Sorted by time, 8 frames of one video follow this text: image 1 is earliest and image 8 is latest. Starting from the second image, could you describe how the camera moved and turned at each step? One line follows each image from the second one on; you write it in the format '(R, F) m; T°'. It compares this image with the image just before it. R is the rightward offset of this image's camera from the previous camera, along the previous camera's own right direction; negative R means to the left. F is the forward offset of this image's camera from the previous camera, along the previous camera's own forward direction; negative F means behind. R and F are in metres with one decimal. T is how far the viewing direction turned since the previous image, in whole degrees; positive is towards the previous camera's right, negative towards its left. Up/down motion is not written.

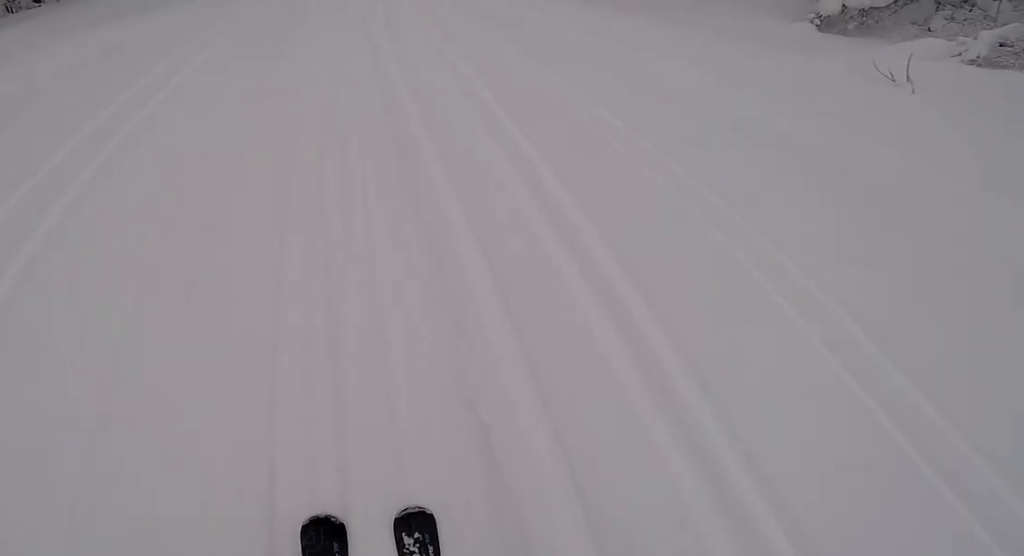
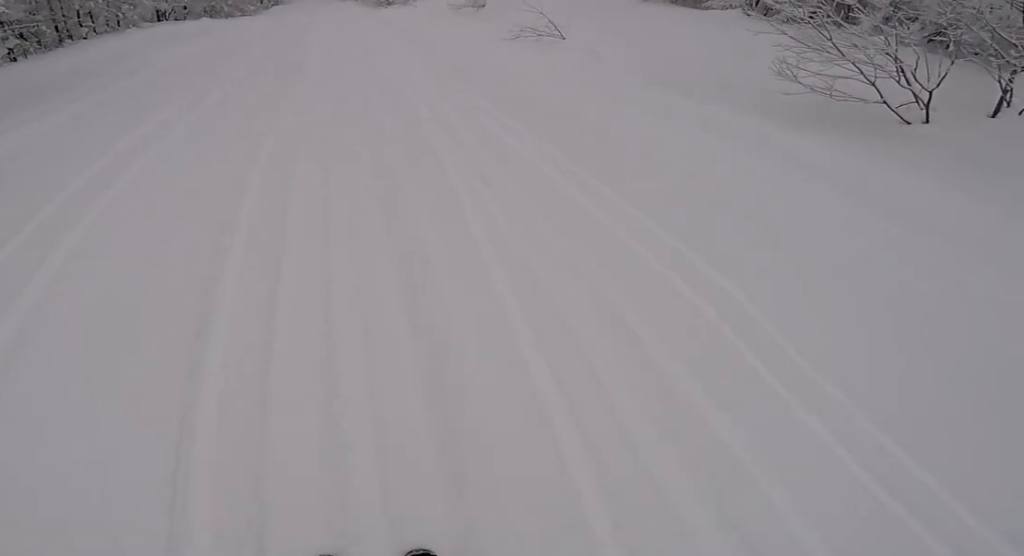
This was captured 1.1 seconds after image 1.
(0.0, +8.5) m; 0°
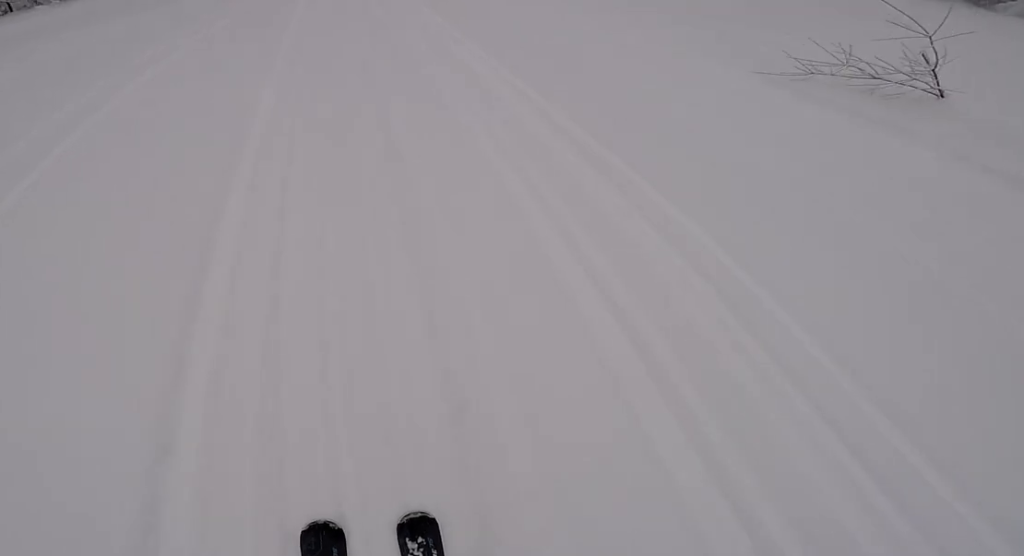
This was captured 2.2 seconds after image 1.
(0.0, +9.4) m; 0°
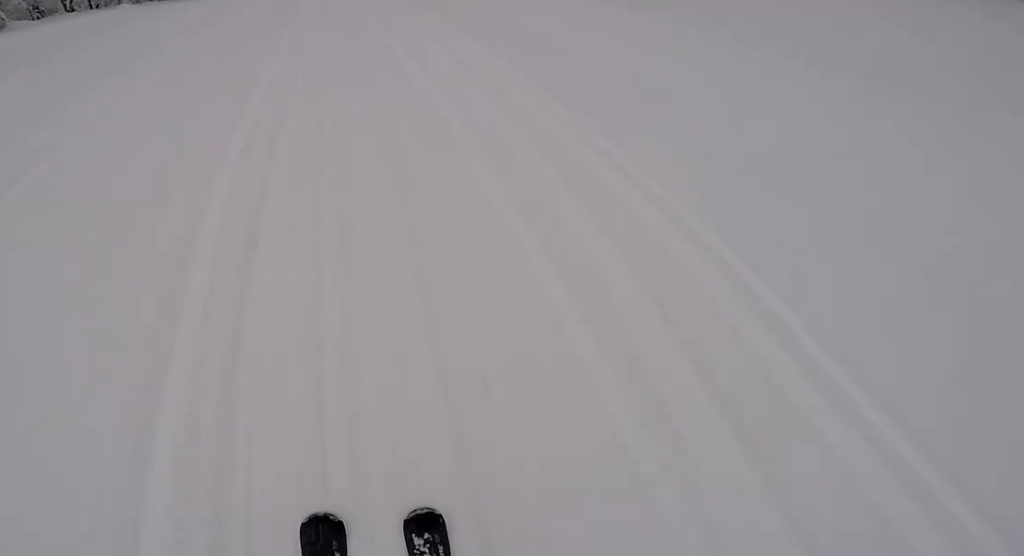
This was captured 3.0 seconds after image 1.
(0.0, +6.2) m; 0°
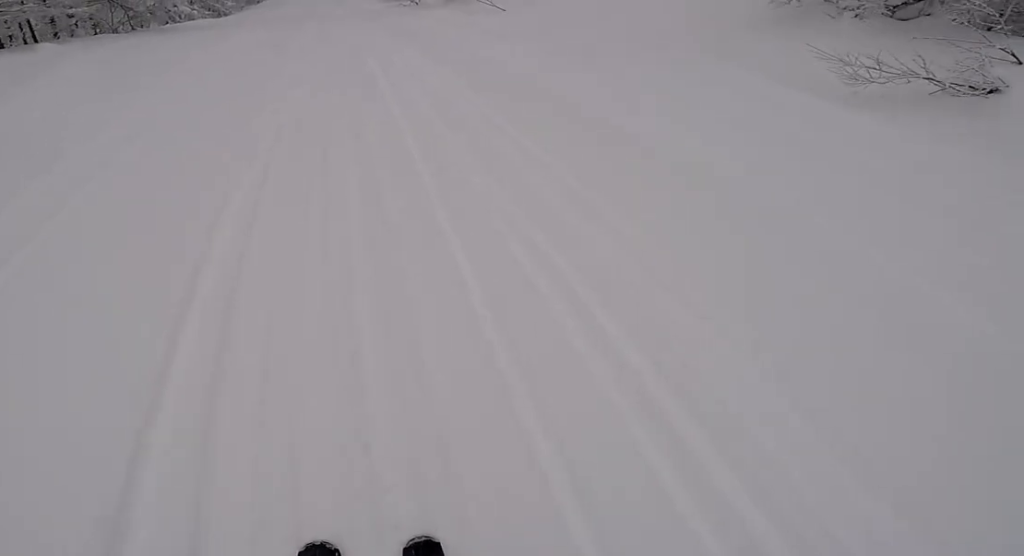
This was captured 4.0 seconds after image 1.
(0.0, +8.3) m; +3°
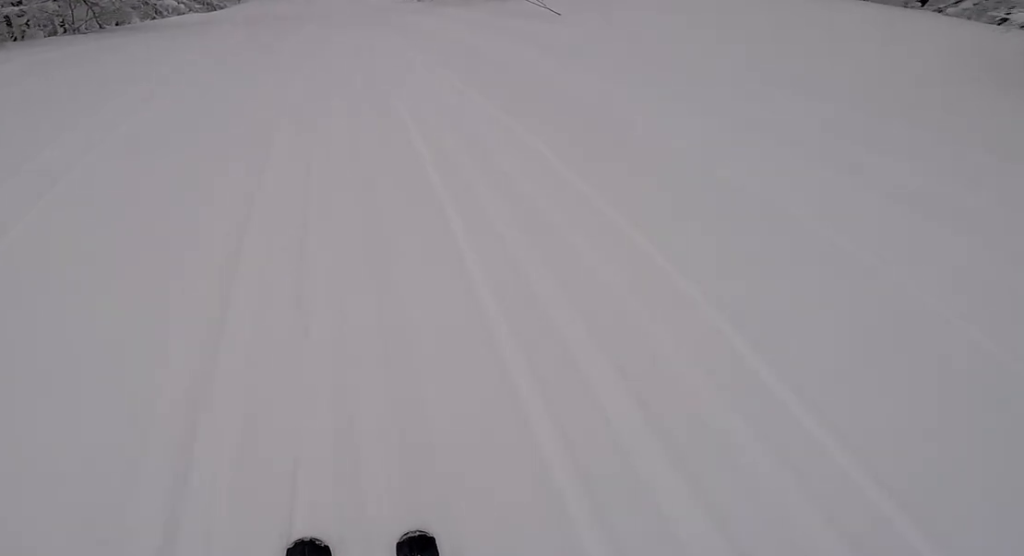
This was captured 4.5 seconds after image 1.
(-0.1, +4.8) m; +3°
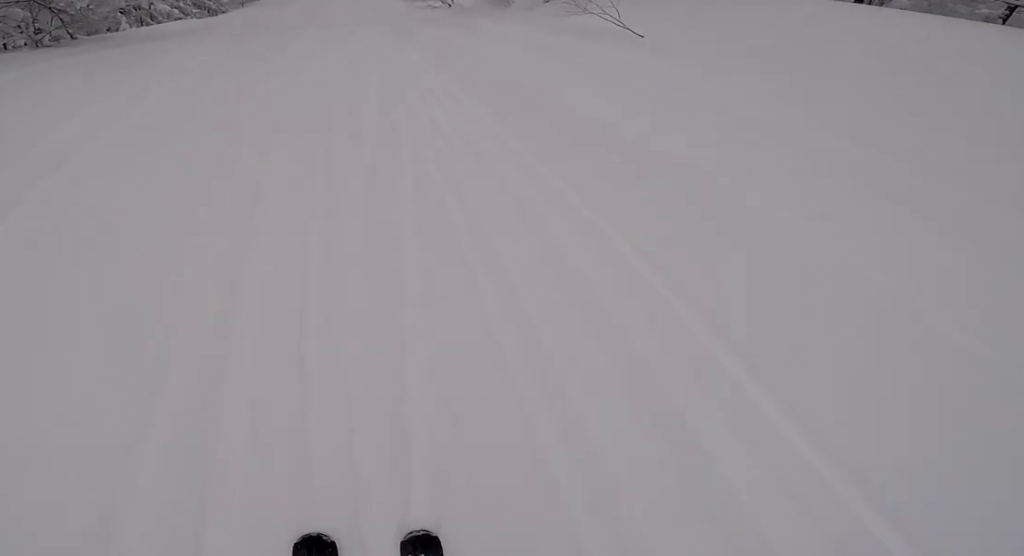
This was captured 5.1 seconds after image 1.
(+0.3, +4.9) m; 0°
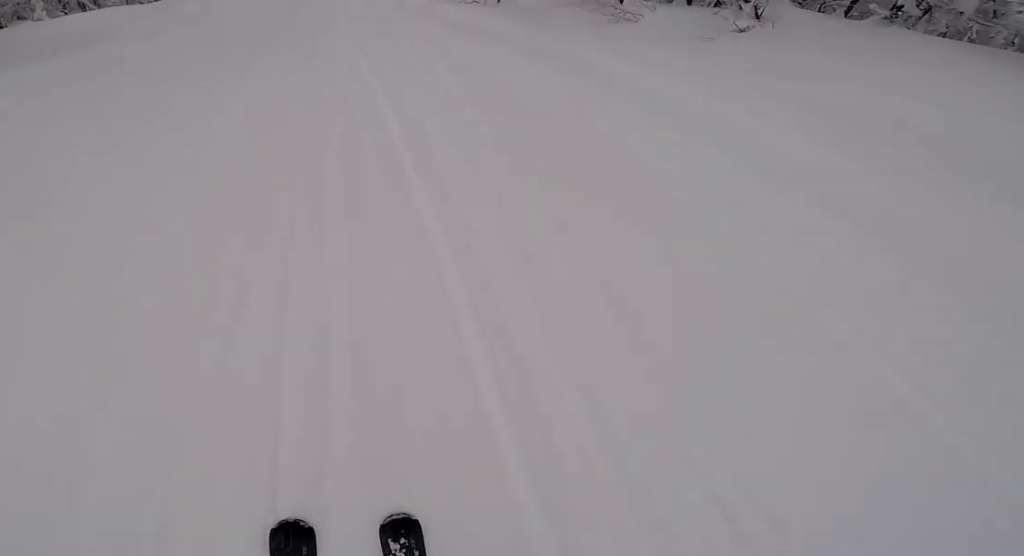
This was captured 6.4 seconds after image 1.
(-0.3, +11.3) m; -4°
